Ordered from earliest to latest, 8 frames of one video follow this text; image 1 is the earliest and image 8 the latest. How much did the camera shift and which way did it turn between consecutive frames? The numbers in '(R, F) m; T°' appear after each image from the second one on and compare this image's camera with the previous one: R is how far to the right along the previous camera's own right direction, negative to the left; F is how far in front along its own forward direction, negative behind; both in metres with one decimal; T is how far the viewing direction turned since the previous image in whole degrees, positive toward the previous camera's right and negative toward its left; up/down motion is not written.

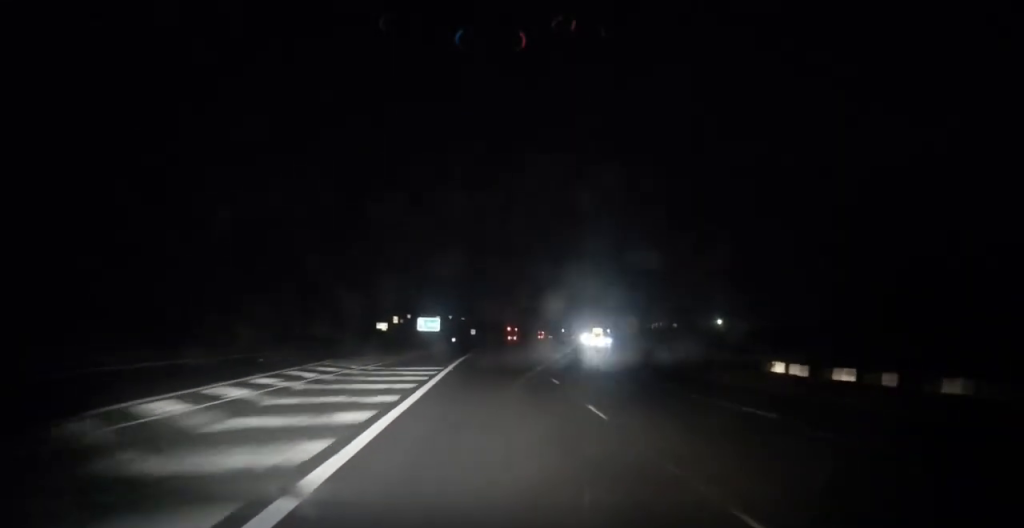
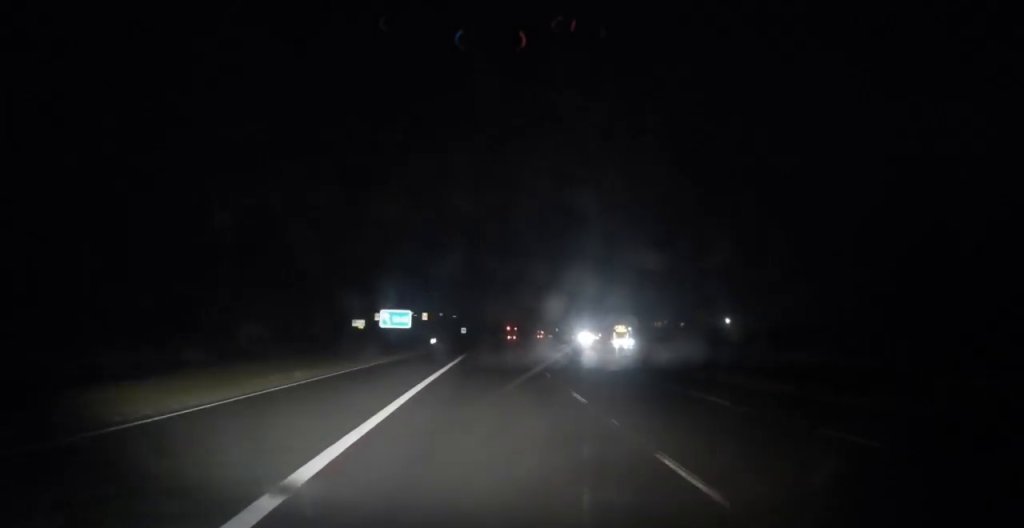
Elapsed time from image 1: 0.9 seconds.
(+0.1, +24.3) m; 0°
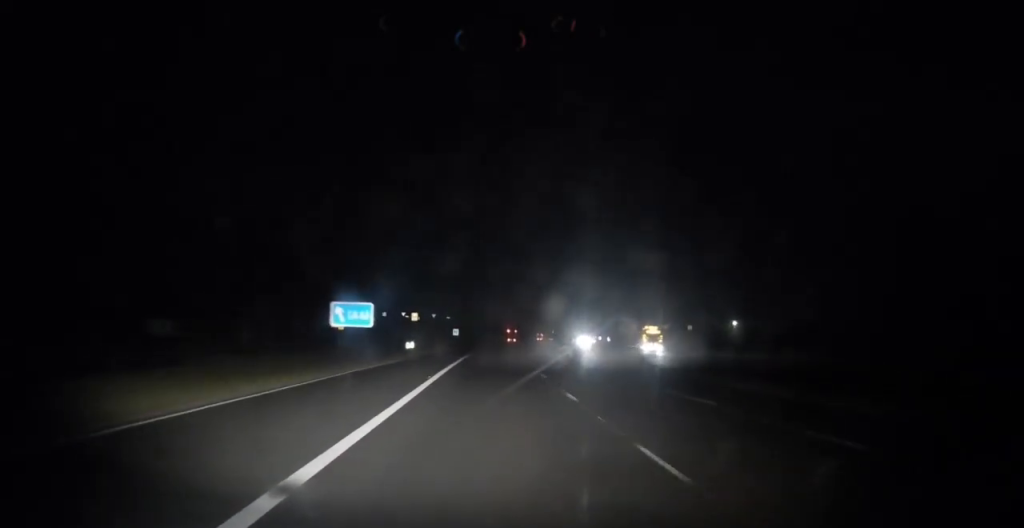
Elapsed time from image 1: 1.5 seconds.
(+0.1, +16.9) m; 0°
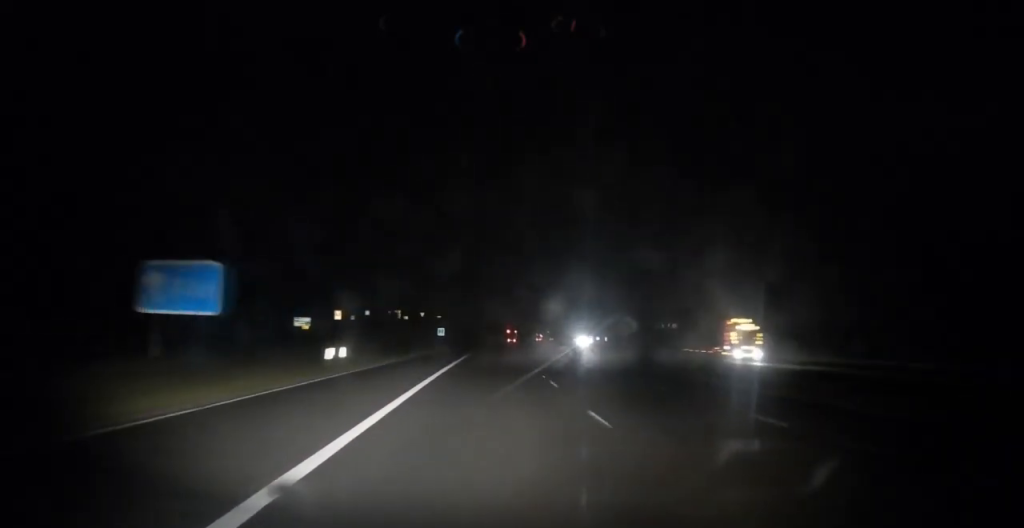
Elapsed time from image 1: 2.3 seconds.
(+0.1, +22.6) m; 0°
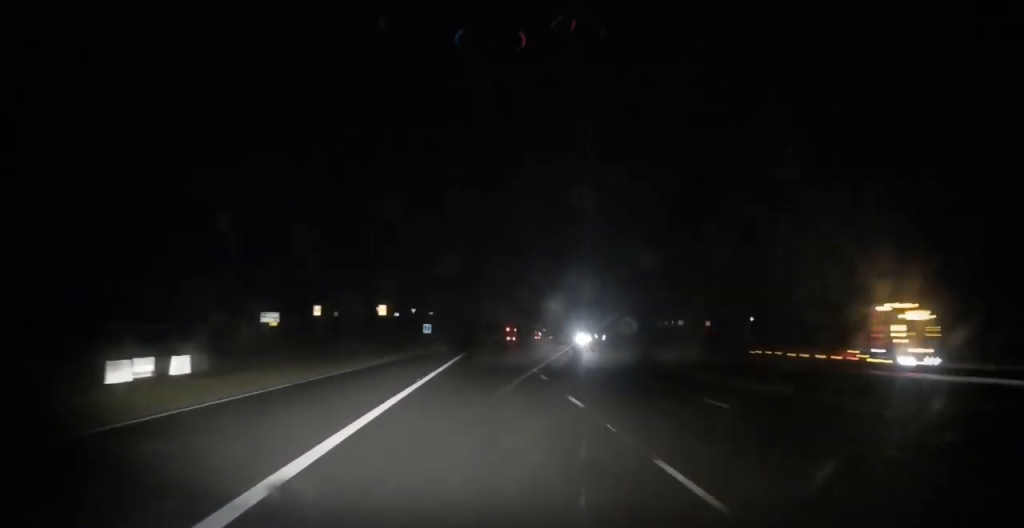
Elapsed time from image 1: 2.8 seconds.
(0.0, +15.1) m; 0°
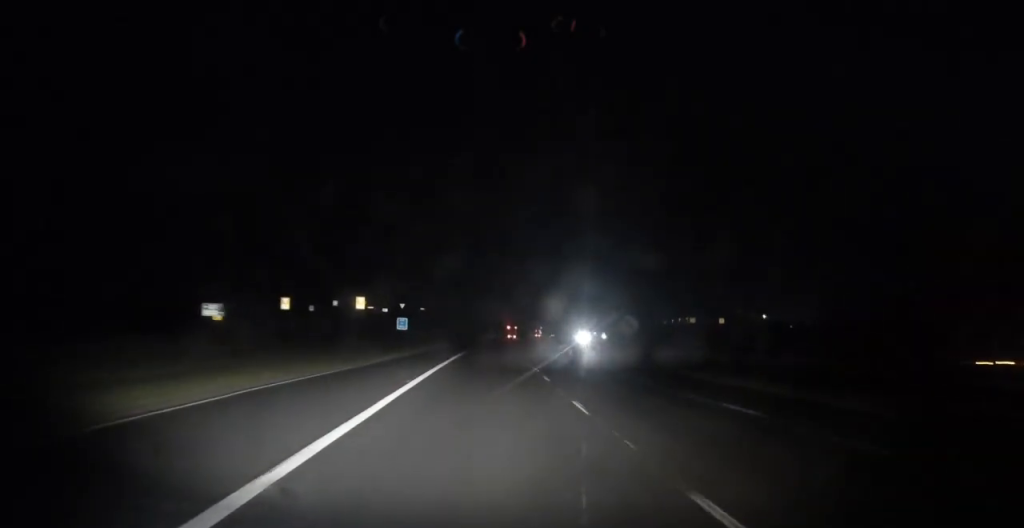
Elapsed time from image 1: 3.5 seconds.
(+0.2, +19.9) m; 0°
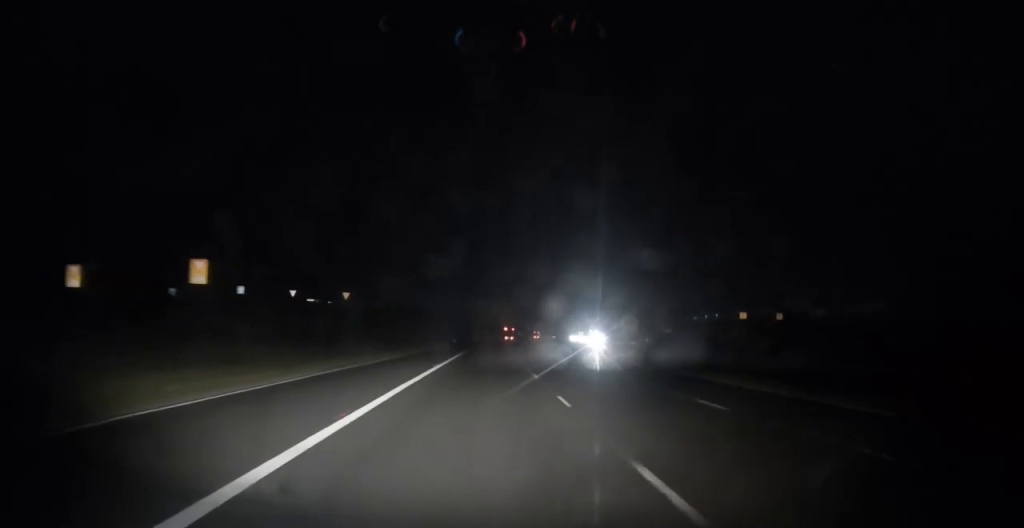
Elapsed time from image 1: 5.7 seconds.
(+0.6, +61.5) m; +1°
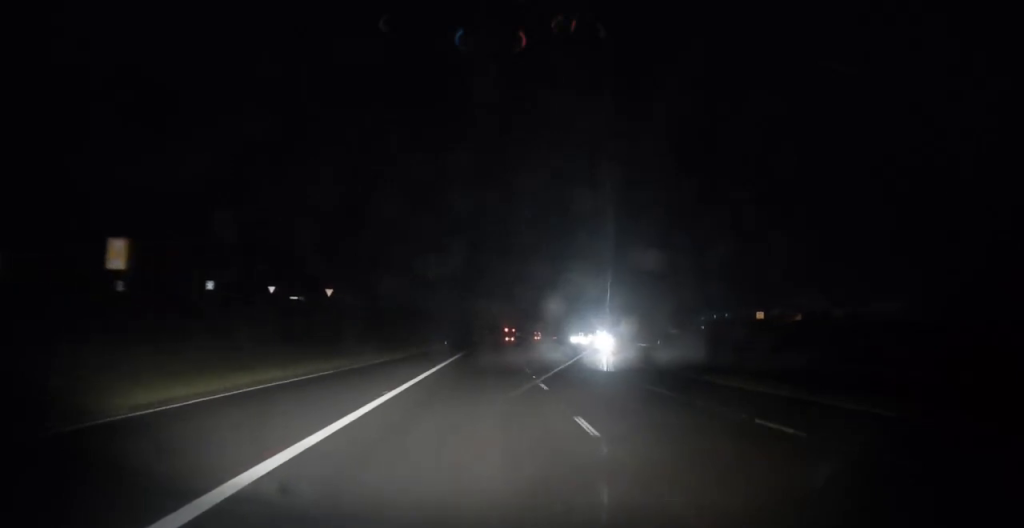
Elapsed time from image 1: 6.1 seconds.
(0.0, +13.3) m; 0°
